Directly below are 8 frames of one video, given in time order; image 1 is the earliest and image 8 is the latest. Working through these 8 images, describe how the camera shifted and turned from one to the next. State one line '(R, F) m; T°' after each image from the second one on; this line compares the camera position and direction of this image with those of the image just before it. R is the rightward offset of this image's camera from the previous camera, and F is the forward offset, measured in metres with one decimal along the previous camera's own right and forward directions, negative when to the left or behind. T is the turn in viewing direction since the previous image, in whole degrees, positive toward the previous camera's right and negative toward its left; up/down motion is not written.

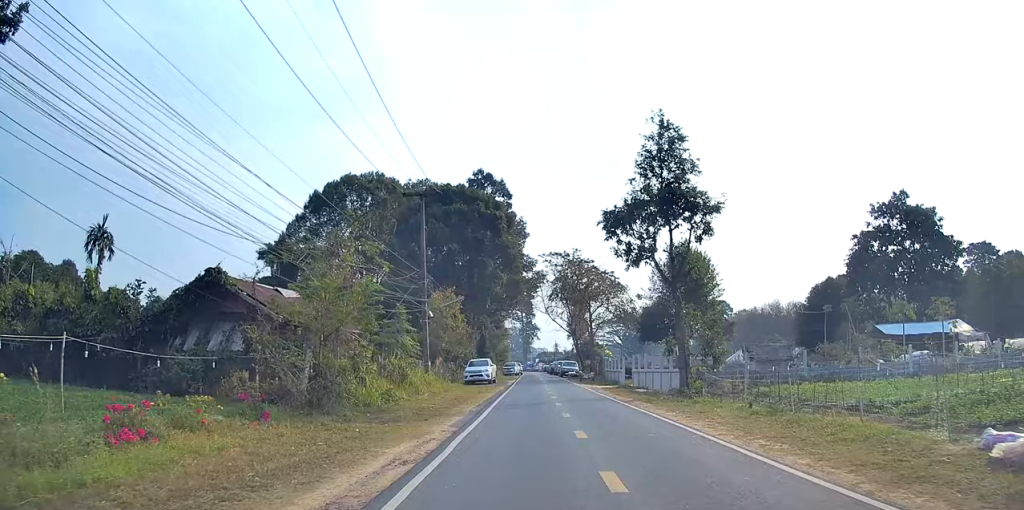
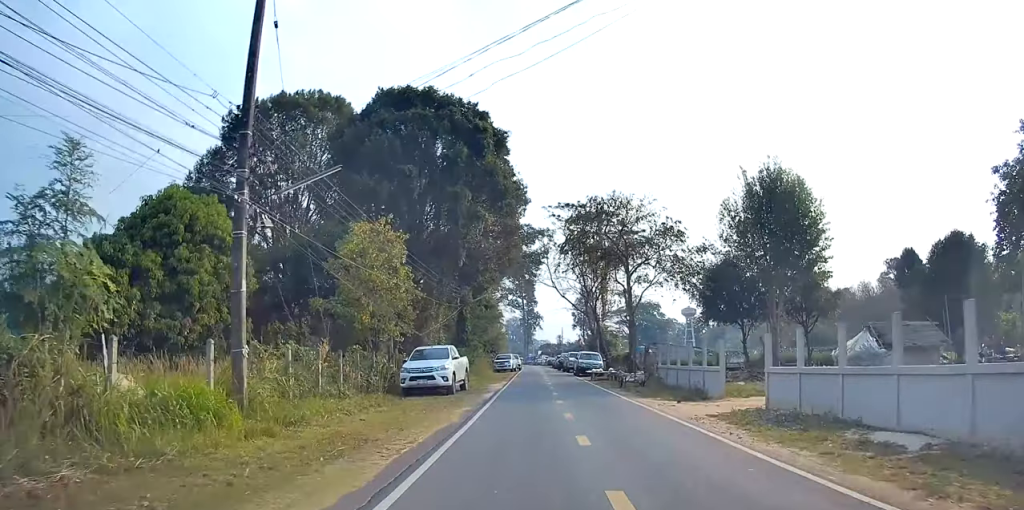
(+0.2, +20.8) m; 0°
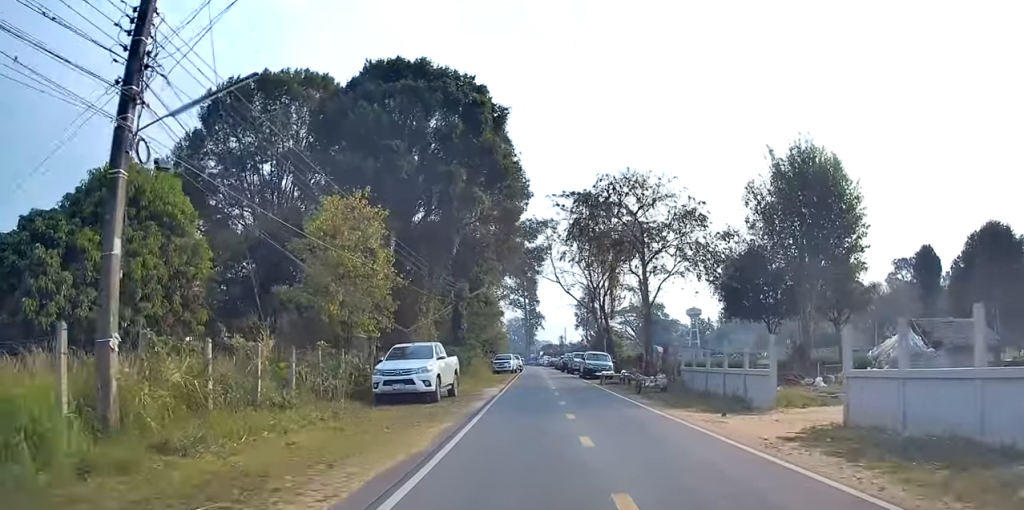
(0.0, +4.3) m; 0°
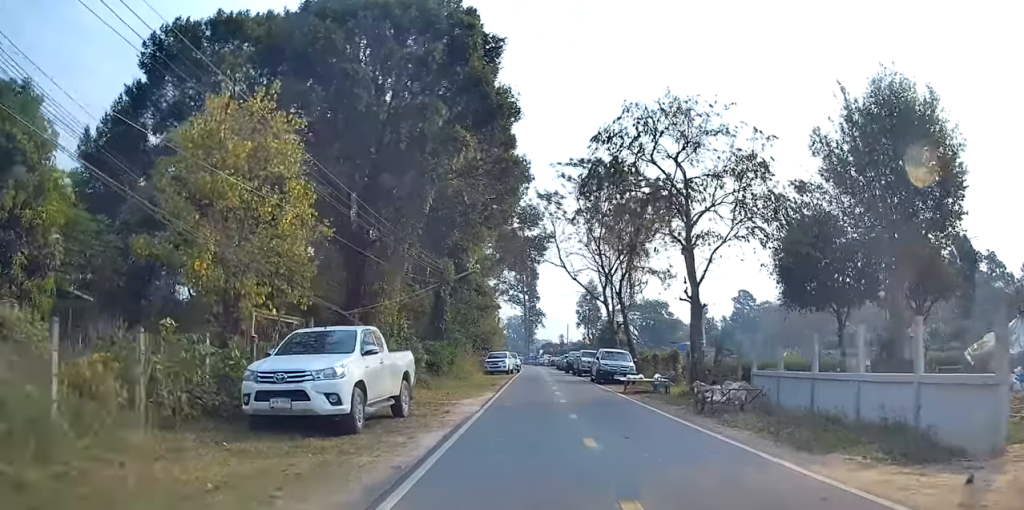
(0.0, +8.6) m; -1°
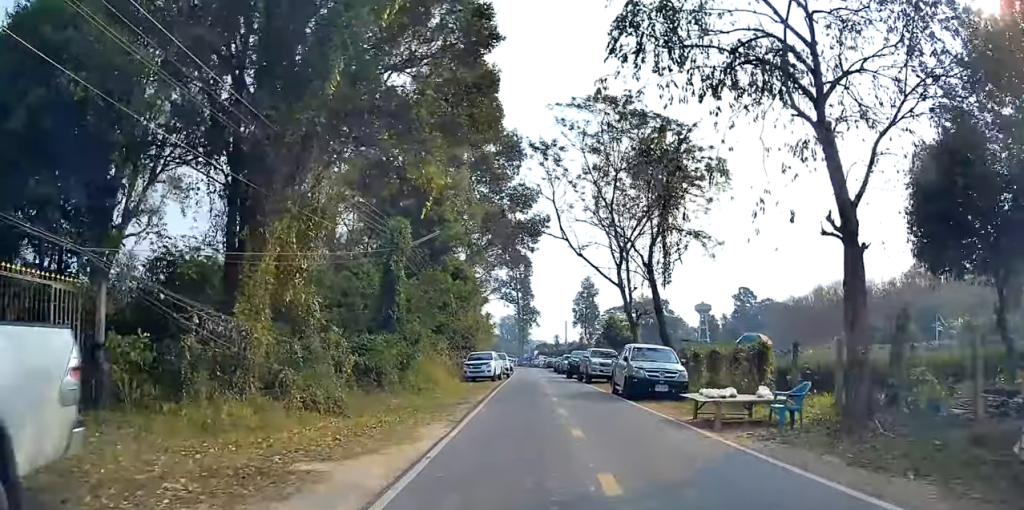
(-0.2, +10.6) m; 0°
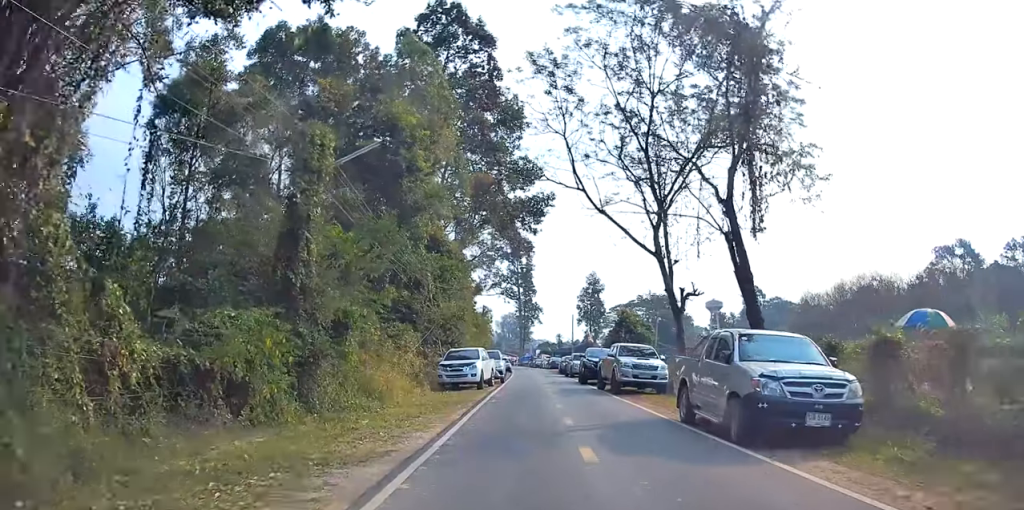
(+0.1, +10.5) m; -3°
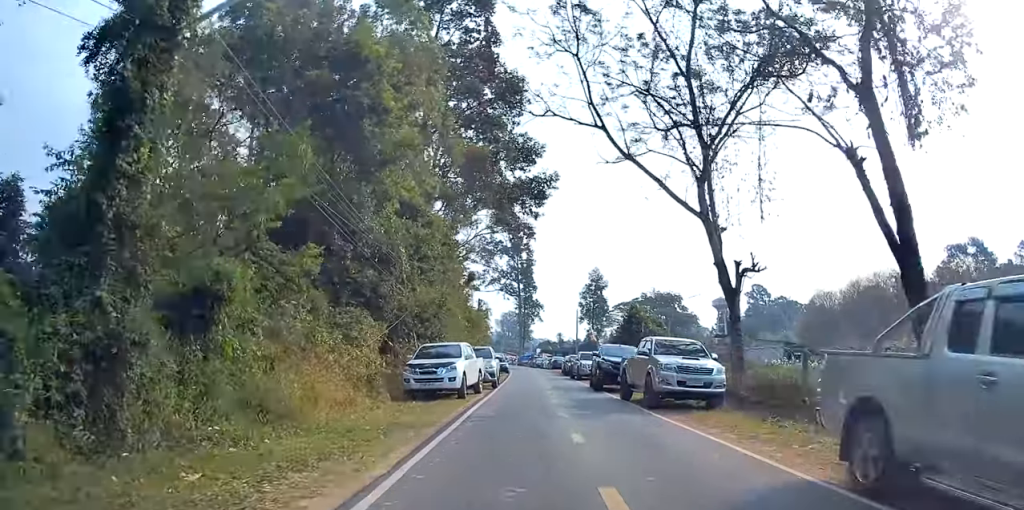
(-0.4, +7.1) m; -3°
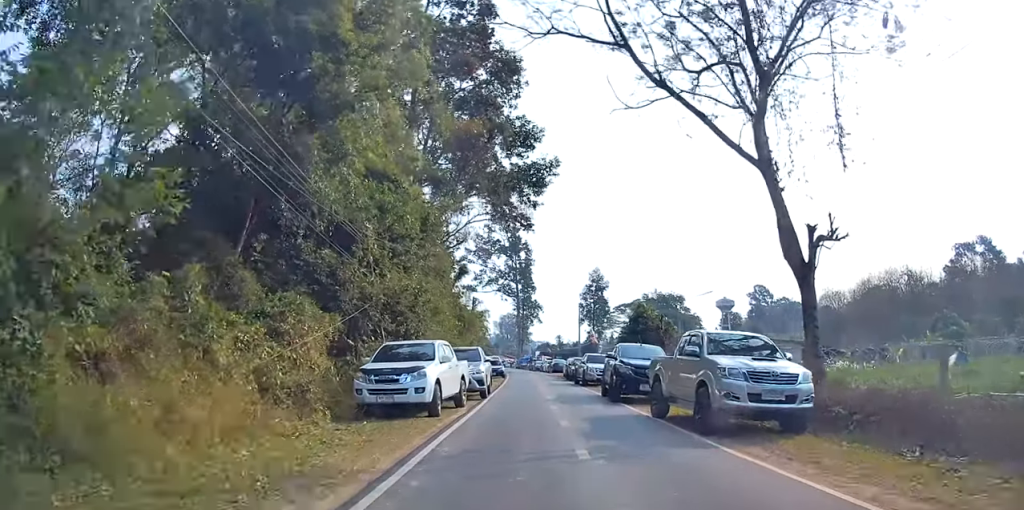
(+0.1, +5.0) m; +1°
